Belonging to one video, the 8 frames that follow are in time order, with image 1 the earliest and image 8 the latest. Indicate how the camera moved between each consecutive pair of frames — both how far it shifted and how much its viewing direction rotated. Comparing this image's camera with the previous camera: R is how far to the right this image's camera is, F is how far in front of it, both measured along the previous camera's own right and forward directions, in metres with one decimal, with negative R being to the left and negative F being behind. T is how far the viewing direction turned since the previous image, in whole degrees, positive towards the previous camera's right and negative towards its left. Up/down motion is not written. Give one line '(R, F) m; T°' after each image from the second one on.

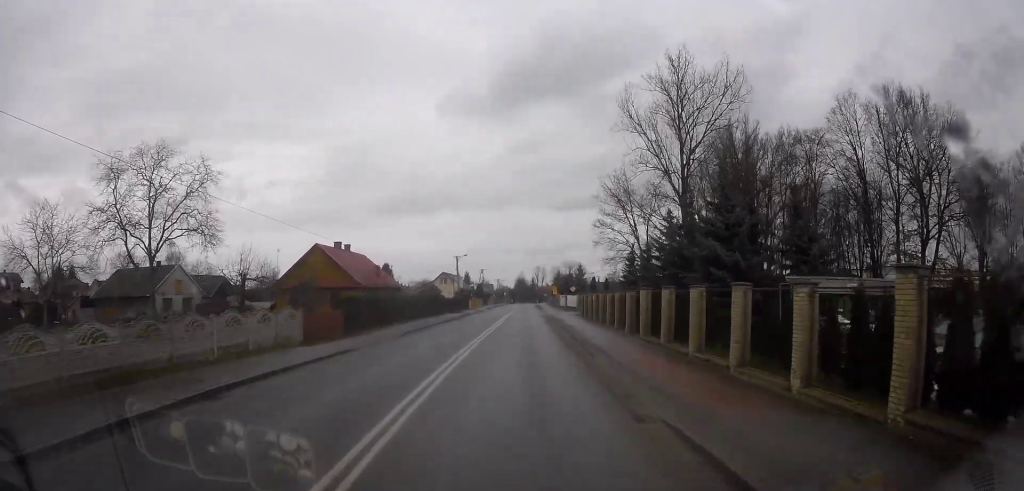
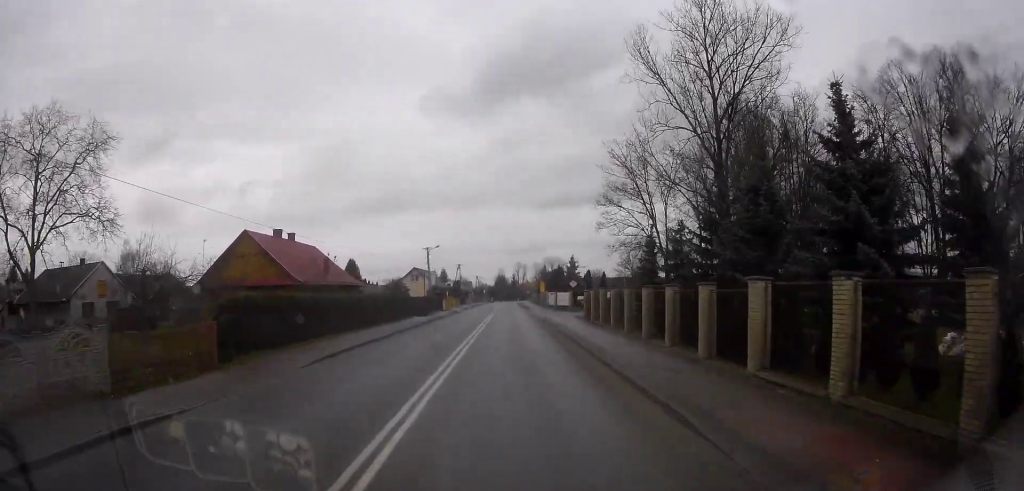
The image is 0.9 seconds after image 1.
(-0.4, +10.1) m; 0°
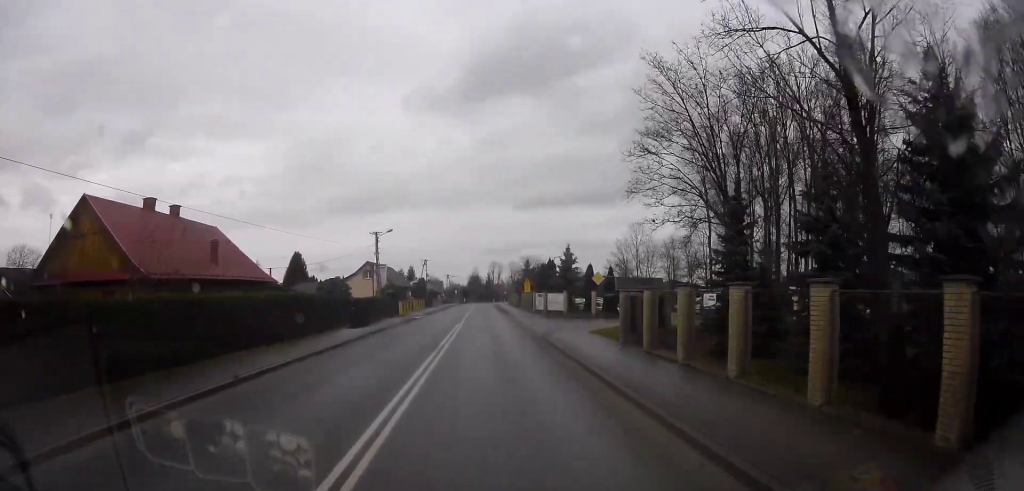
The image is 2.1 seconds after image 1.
(+1.3, +14.7) m; +8°
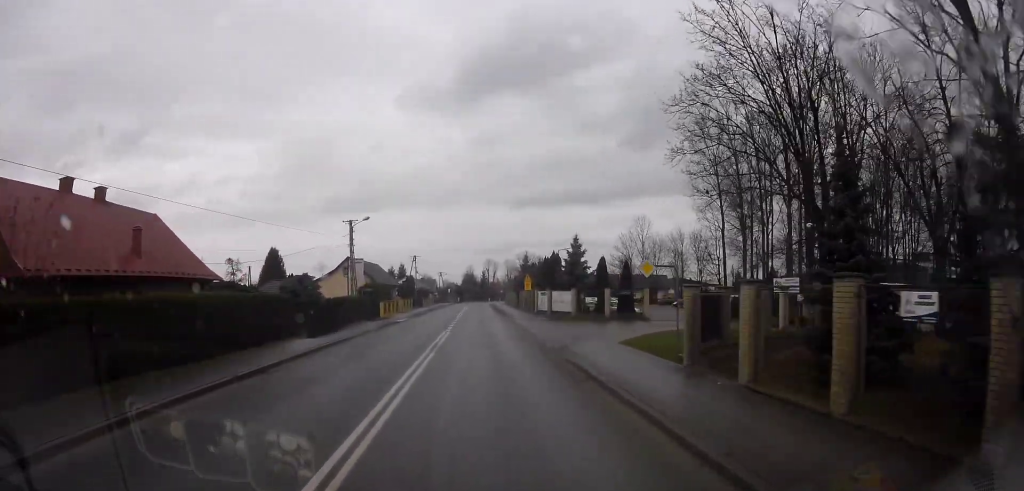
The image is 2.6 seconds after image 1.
(+0.8, +6.7) m; +1°
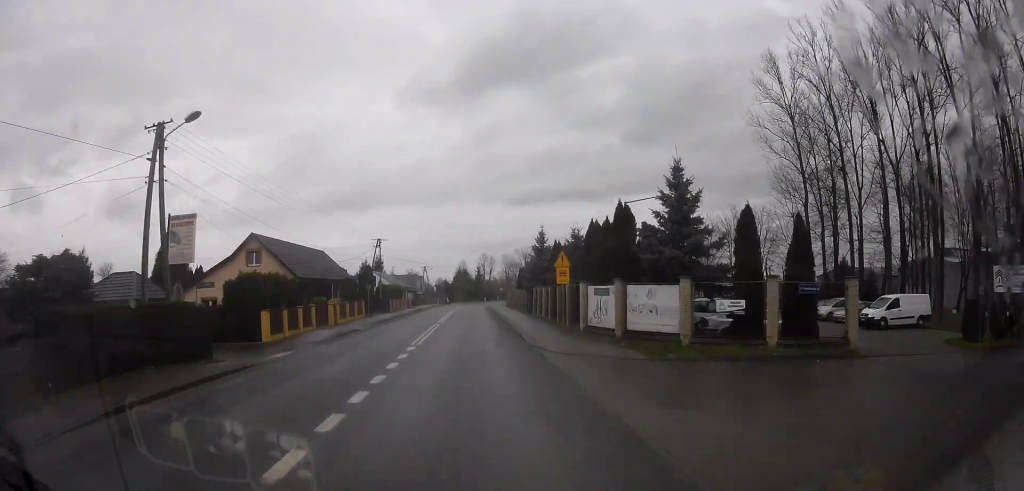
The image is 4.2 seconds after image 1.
(-0.4, +23.6) m; 0°
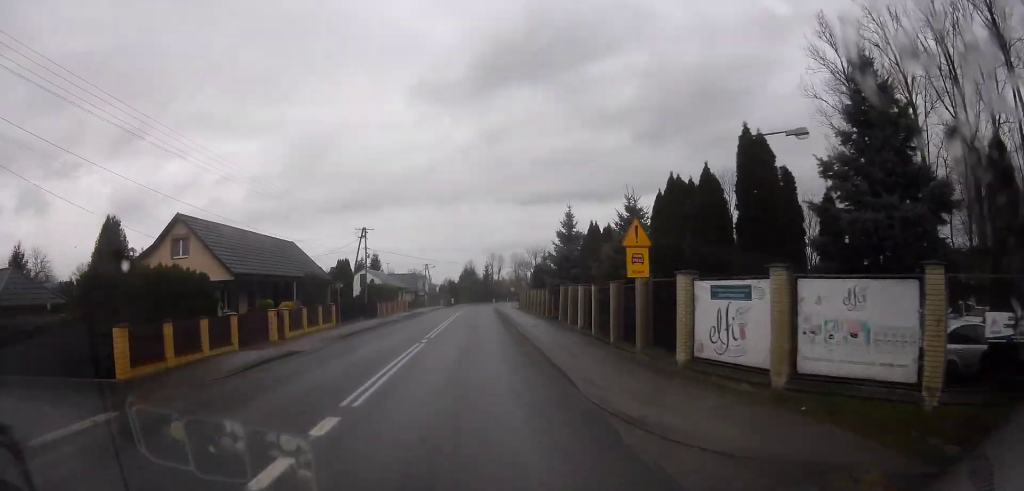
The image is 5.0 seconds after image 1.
(+0.1, +10.9) m; -2°
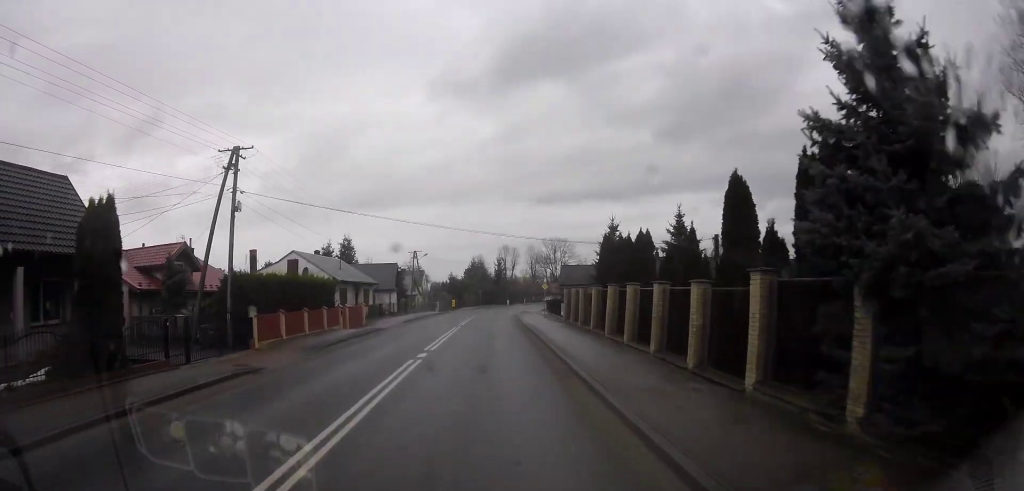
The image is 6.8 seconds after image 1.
(-1.1, +25.9) m; +5°
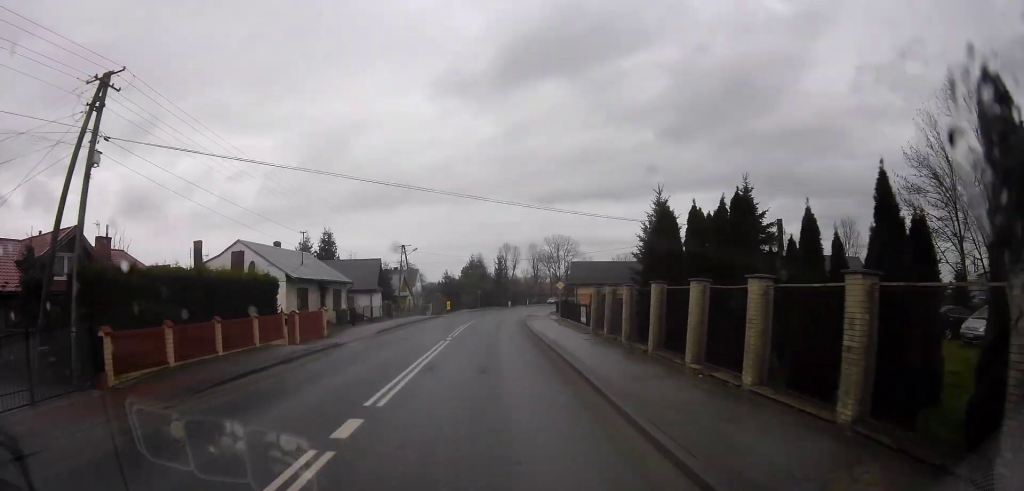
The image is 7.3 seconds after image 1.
(+1.2, +8.0) m; +2°
